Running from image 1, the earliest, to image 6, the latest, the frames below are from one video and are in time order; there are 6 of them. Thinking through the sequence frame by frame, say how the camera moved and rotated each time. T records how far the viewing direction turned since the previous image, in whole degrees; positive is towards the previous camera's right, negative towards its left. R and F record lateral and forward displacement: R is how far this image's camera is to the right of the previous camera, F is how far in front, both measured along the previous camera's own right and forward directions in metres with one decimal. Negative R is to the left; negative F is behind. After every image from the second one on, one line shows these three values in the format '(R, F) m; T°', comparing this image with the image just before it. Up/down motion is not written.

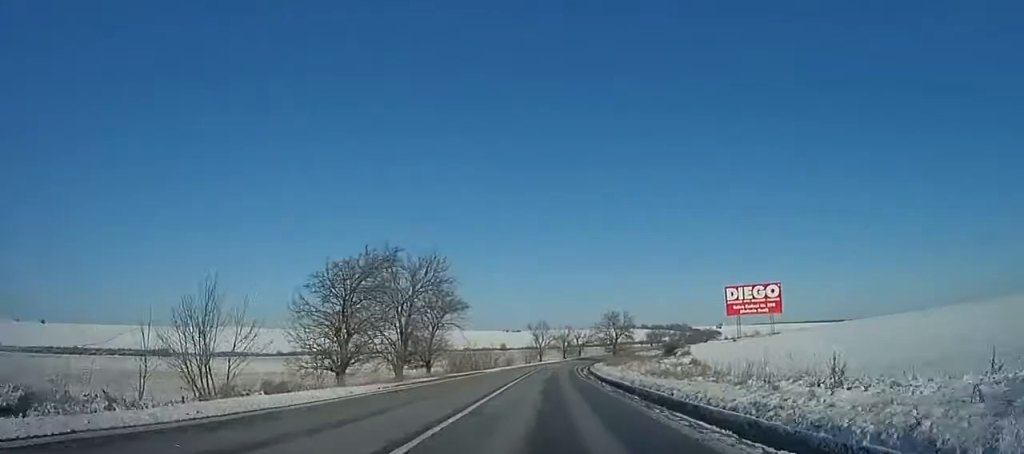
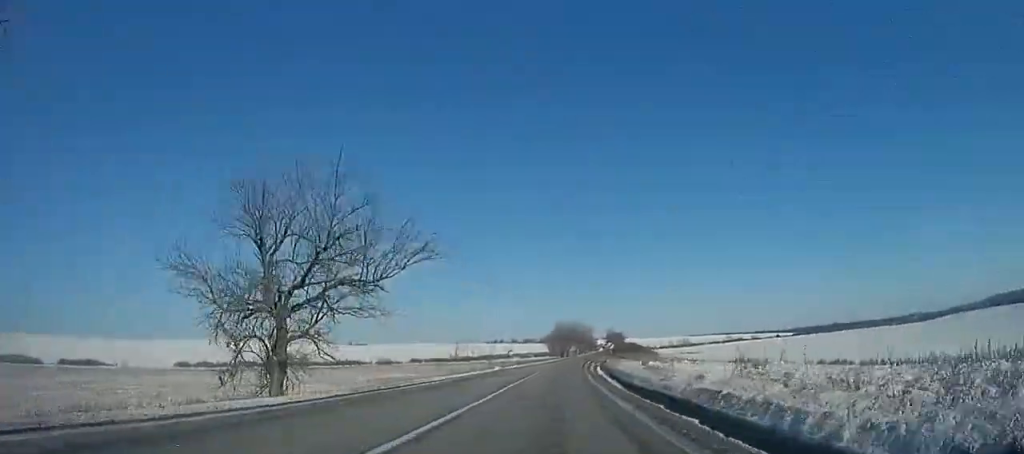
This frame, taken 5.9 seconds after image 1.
(+14.4, +139.7) m; +14°
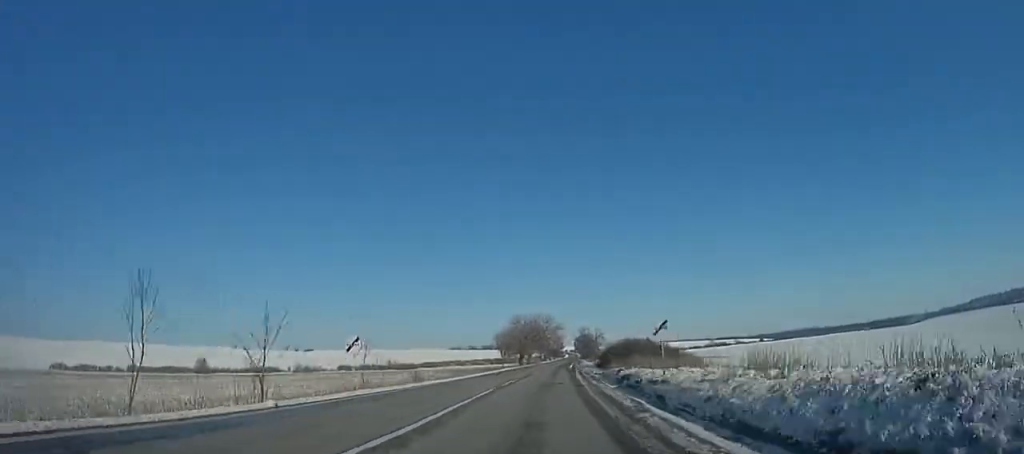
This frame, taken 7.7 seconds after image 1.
(+2.9, +56.0) m; +5°
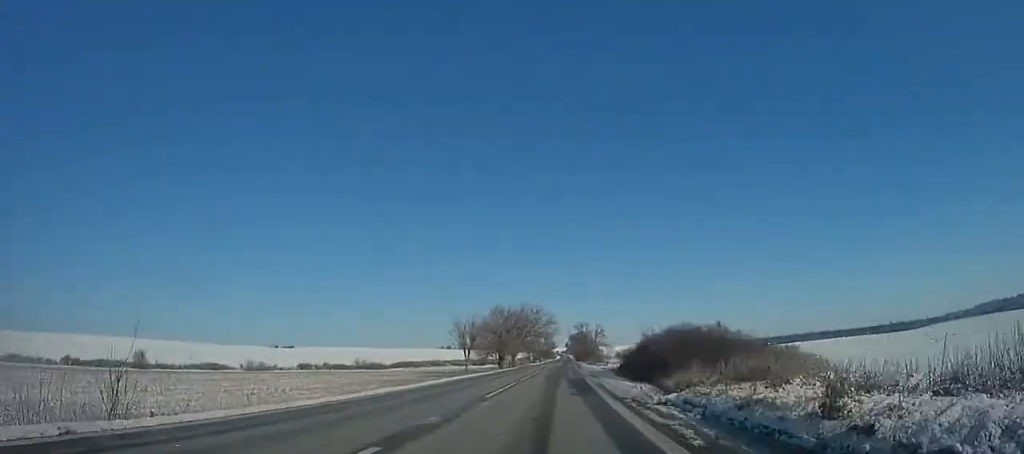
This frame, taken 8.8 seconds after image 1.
(+0.5, +36.0) m; +2°
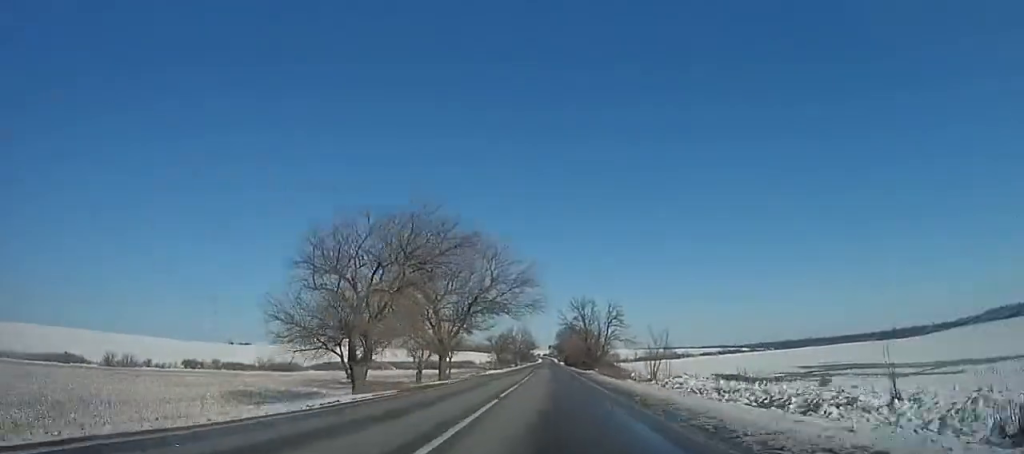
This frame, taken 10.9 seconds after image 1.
(+1.6, +91.7) m; +1°
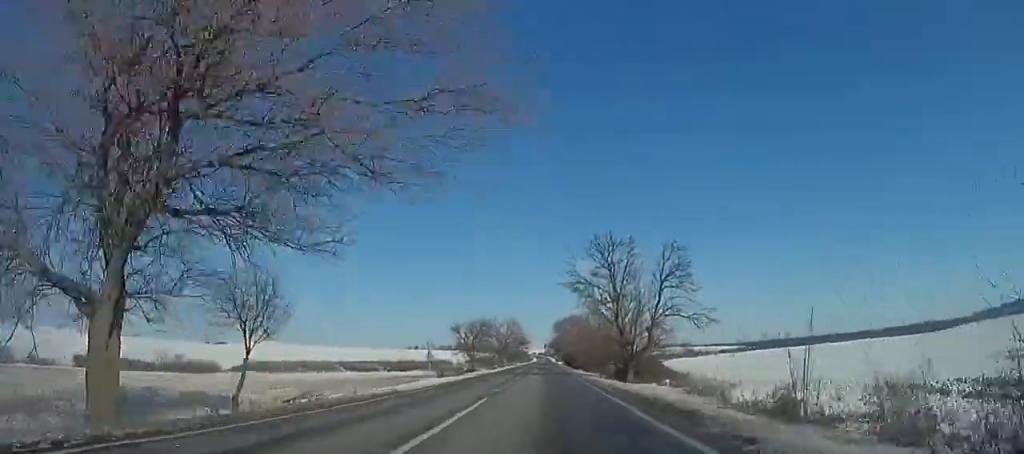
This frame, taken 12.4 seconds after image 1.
(0.0, +66.2) m; 0°
